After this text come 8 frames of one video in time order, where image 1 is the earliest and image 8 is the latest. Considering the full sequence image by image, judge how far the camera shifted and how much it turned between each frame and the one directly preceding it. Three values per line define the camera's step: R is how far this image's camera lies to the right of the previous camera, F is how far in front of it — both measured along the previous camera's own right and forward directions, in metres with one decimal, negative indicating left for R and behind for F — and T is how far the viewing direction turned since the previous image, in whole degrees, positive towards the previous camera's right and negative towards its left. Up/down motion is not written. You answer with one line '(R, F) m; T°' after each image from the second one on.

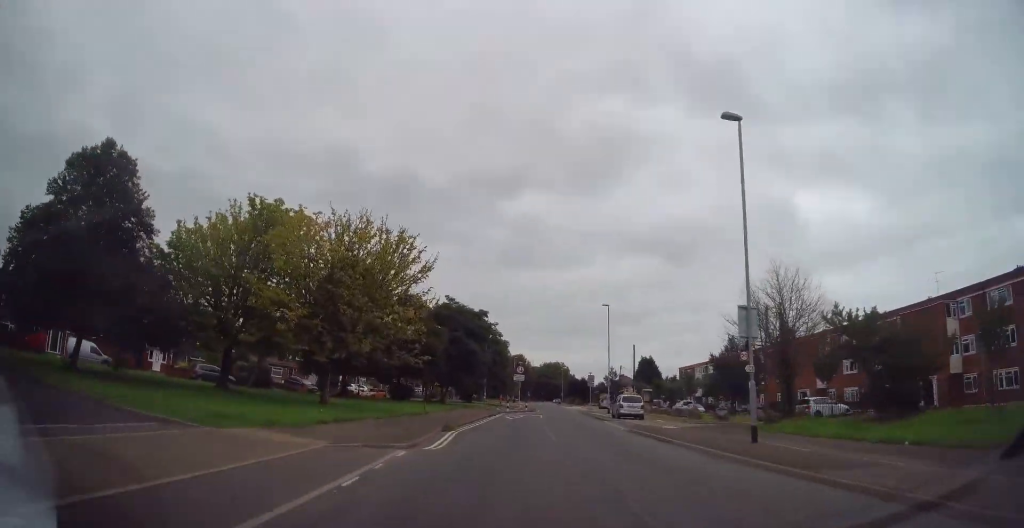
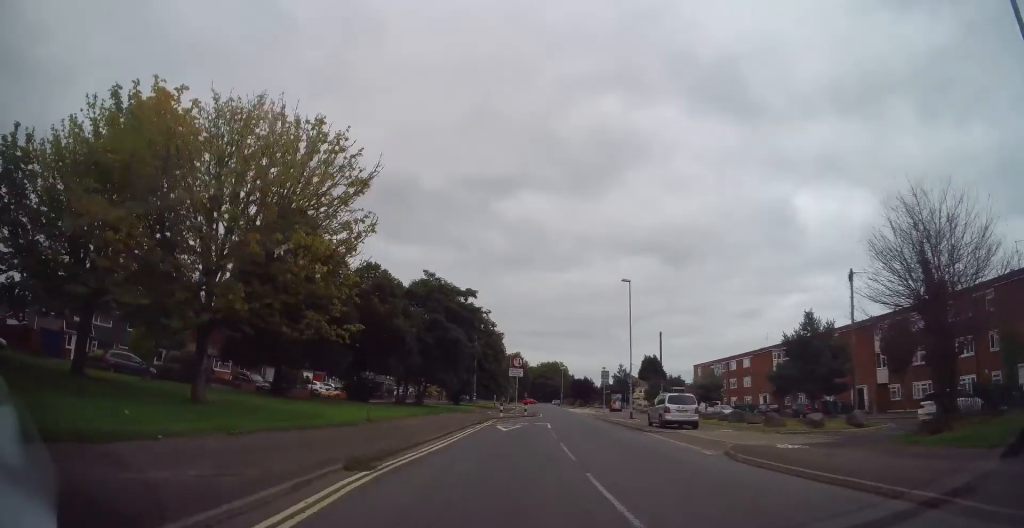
(0.0, +12.4) m; +2°
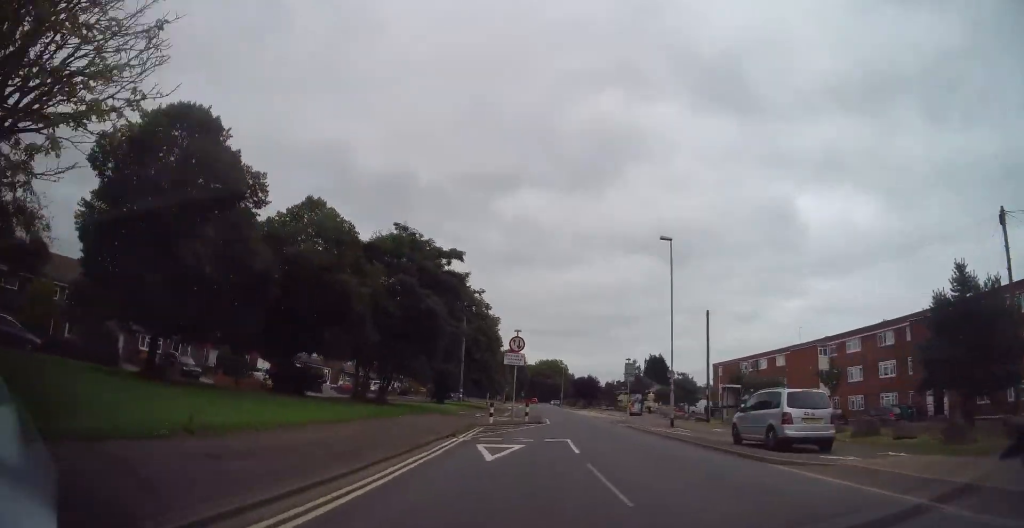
(+0.2, +11.3) m; +2°
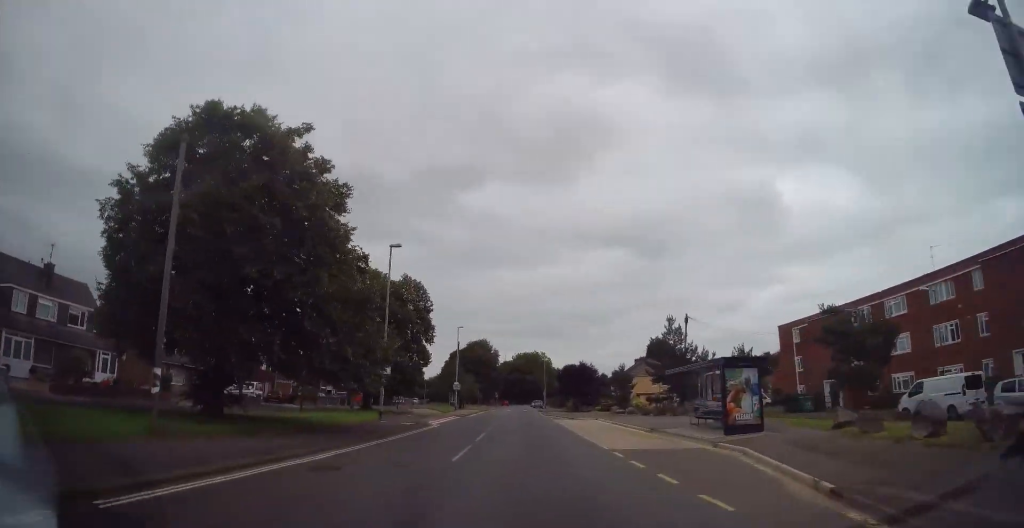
(-0.2, +33.8) m; -4°
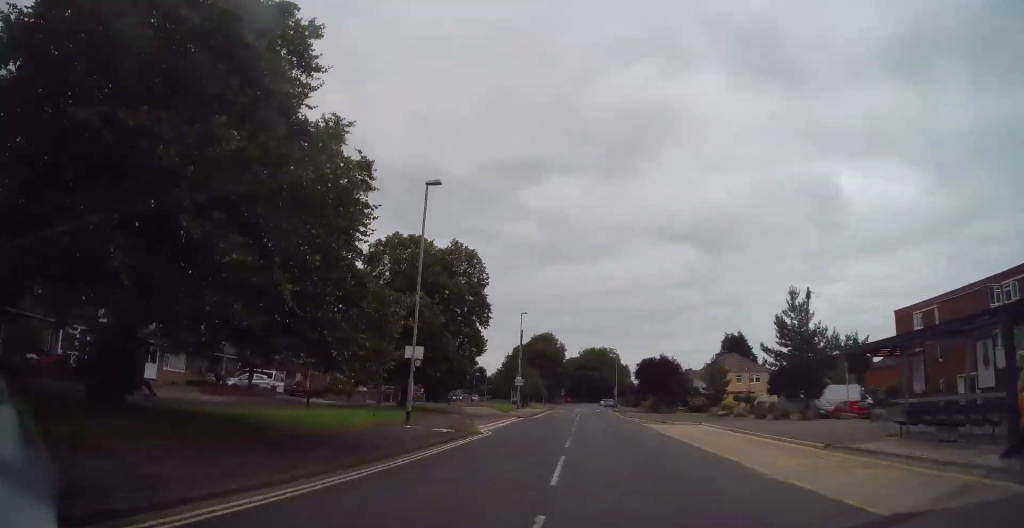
(-0.7, +9.3) m; -1°
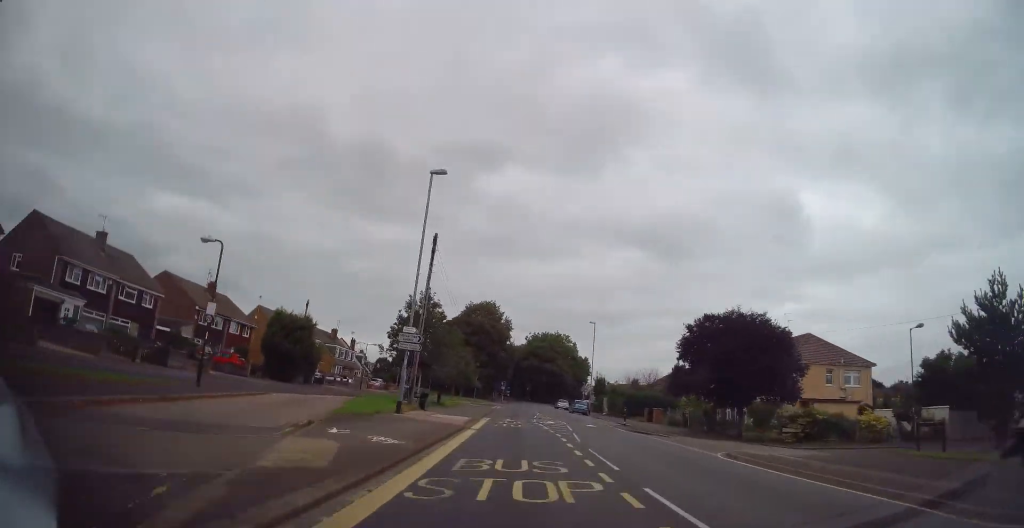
(+0.9, +33.6) m; +3°
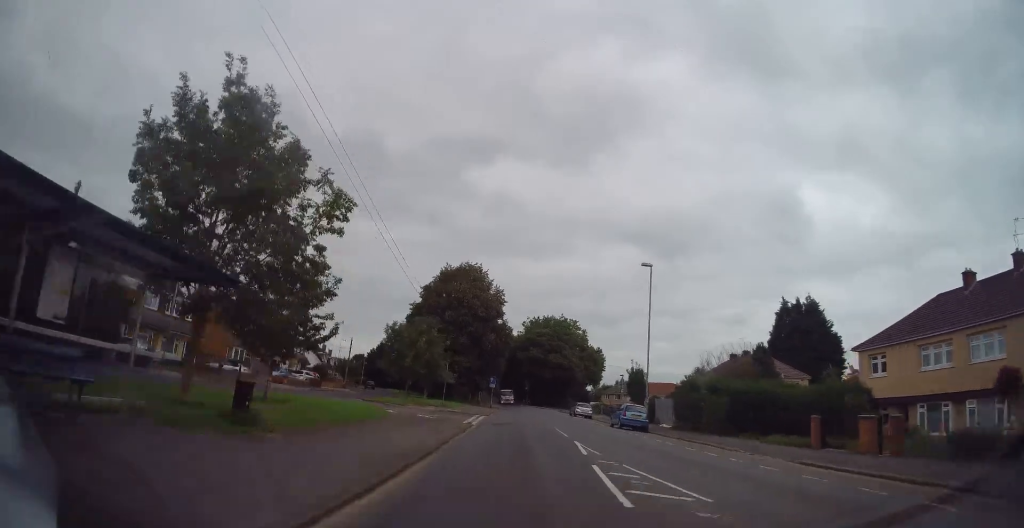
(+0.2, +28.0) m; +1°
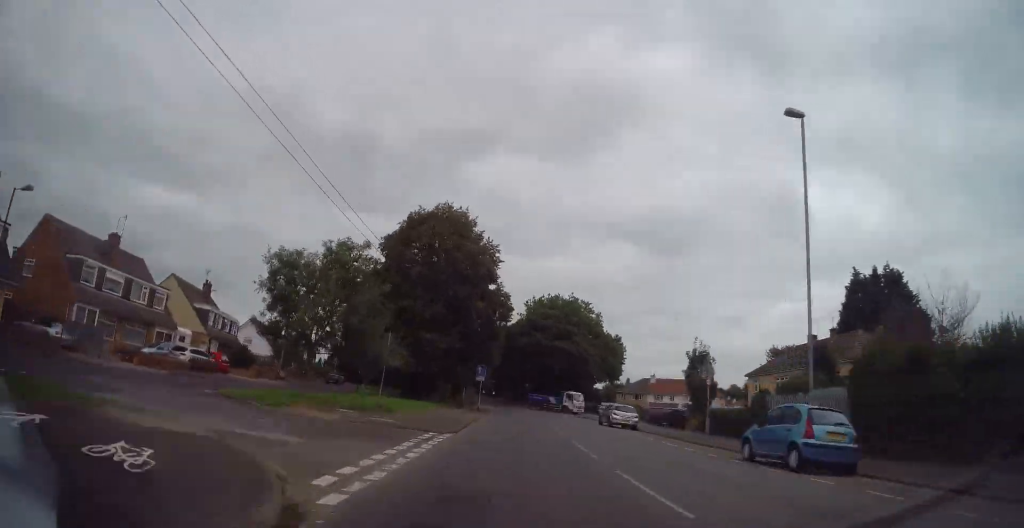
(+0.2, +21.3) m; 0°
